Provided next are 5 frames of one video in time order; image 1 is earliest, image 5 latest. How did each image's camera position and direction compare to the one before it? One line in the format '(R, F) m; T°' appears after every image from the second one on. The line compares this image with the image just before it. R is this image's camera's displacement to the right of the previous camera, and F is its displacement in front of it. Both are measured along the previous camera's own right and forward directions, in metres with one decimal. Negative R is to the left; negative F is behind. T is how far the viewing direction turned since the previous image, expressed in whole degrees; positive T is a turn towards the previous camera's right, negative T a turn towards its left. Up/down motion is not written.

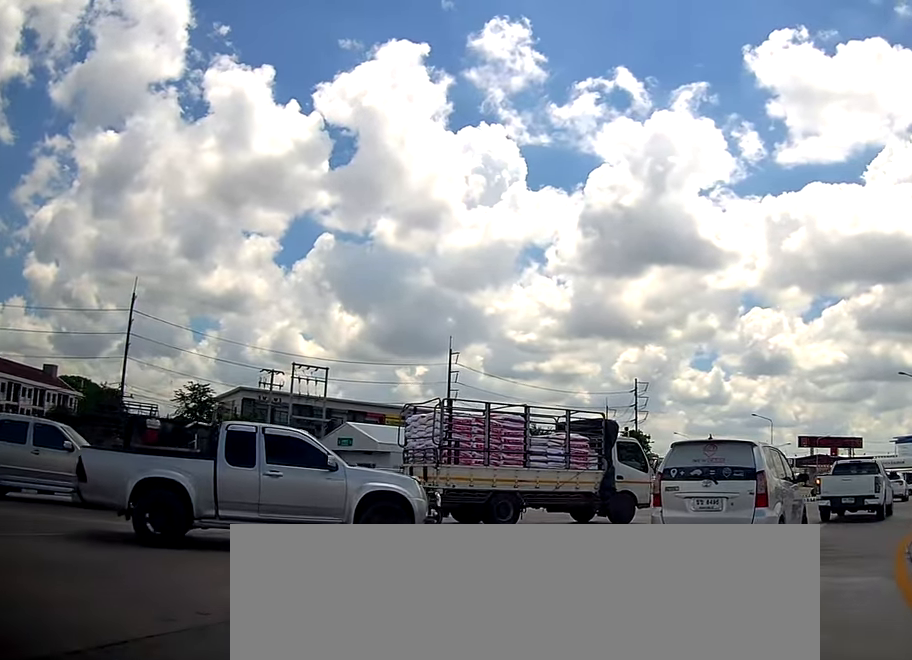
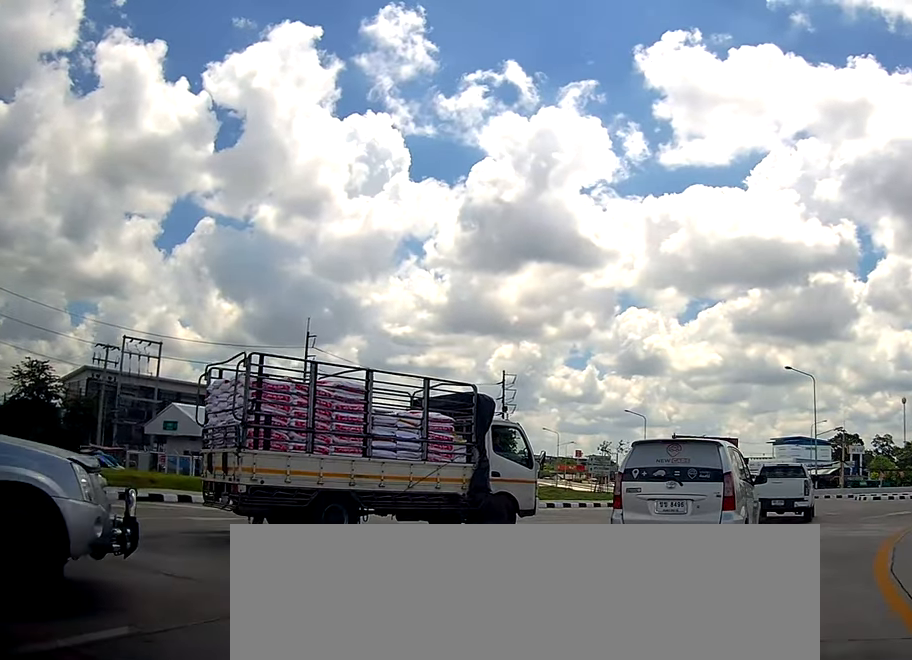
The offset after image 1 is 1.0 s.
(+0.1, +5.7) m; +14°
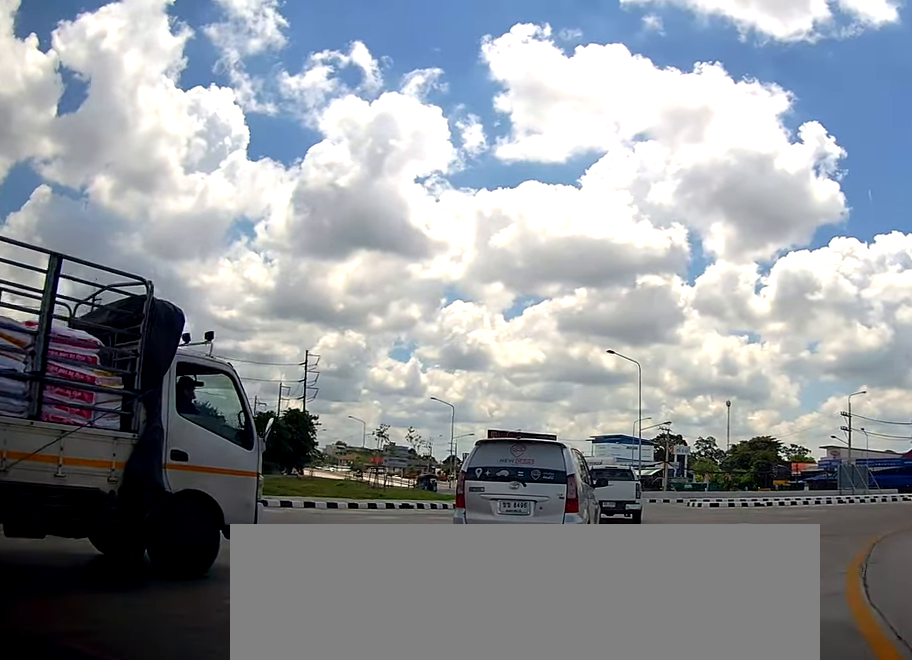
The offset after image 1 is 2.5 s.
(+2.0, +7.7) m; +24°
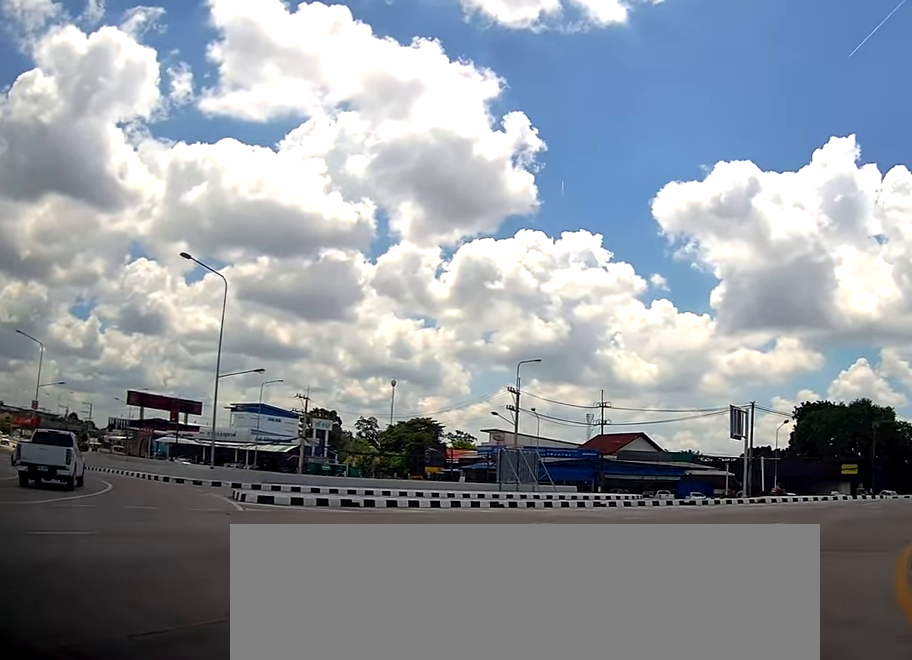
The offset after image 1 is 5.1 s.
(+3.9, +14.9) m; +20°
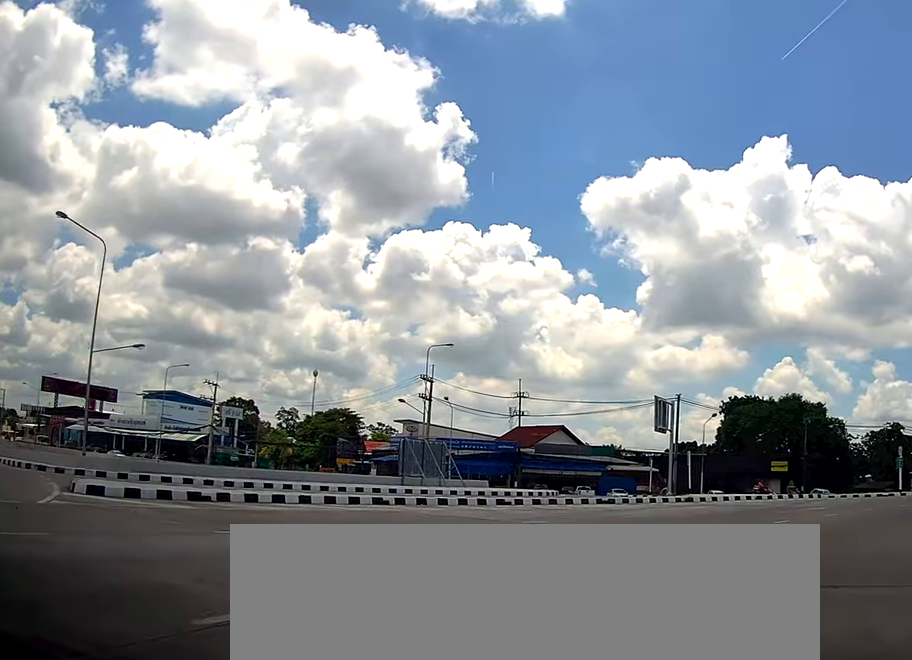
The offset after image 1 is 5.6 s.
(+0.1, +3.9) m; +1°
